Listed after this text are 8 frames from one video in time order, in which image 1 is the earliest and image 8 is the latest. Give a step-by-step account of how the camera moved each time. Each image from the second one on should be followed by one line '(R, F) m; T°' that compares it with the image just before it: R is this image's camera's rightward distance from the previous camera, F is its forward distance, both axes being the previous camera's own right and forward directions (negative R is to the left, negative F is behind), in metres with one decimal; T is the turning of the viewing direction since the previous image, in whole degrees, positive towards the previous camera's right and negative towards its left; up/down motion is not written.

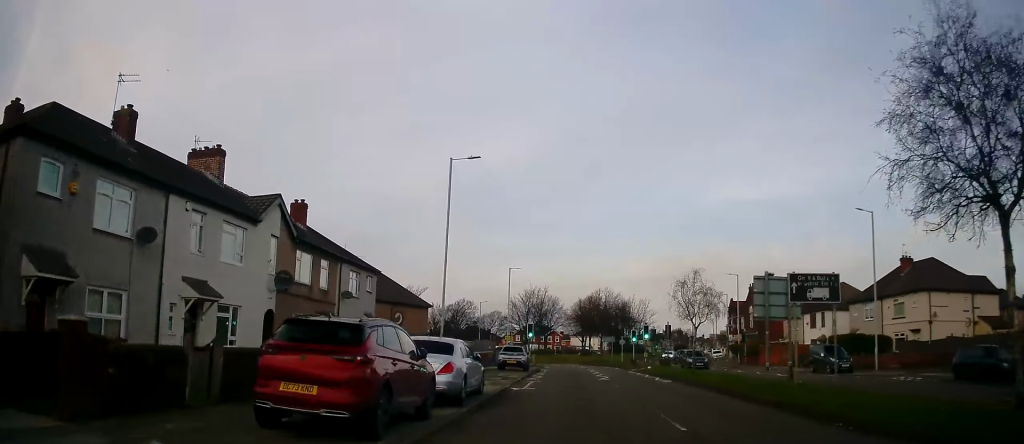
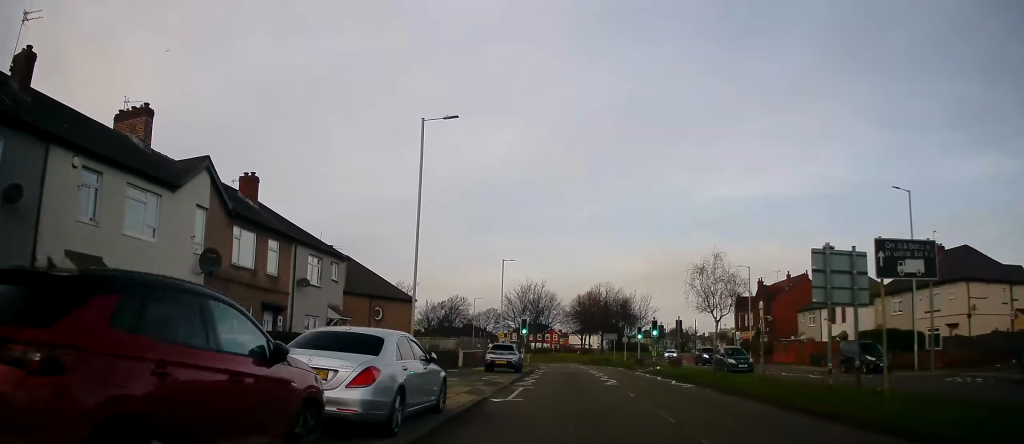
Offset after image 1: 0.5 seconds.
(0.0, +4.9) m; 0°
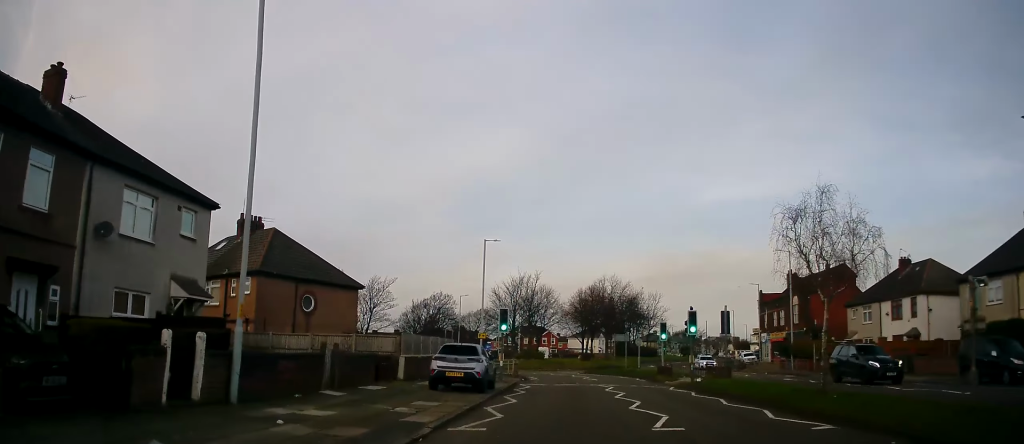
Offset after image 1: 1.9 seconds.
(0.0, +12.3) m; 0°
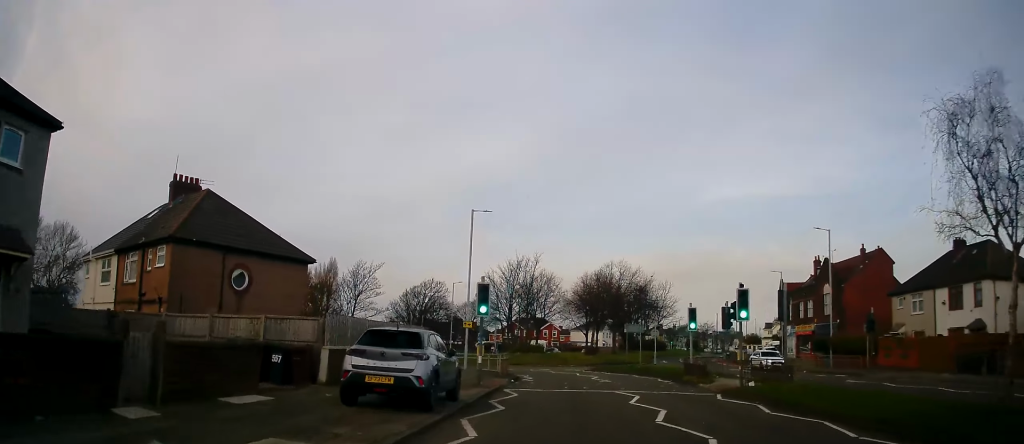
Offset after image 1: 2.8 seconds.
(0.0, +8.0) m; 0°
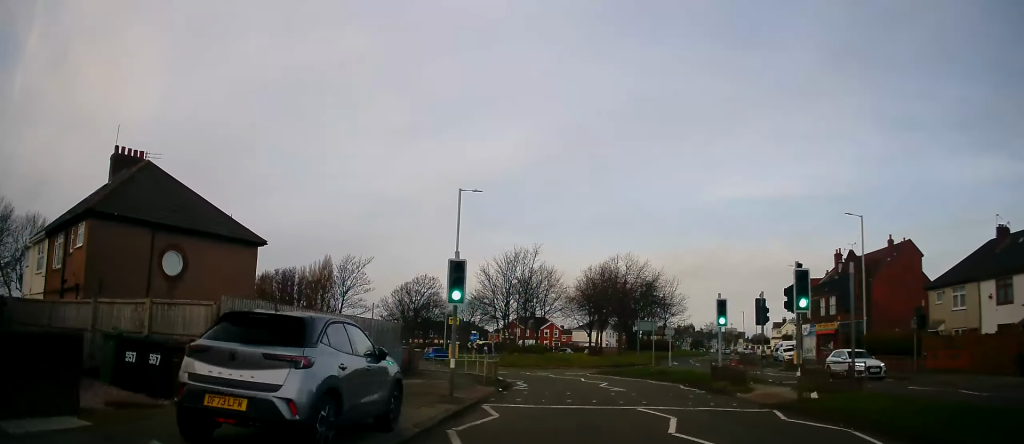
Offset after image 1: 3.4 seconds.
(0.0, +5.6) m; 0°
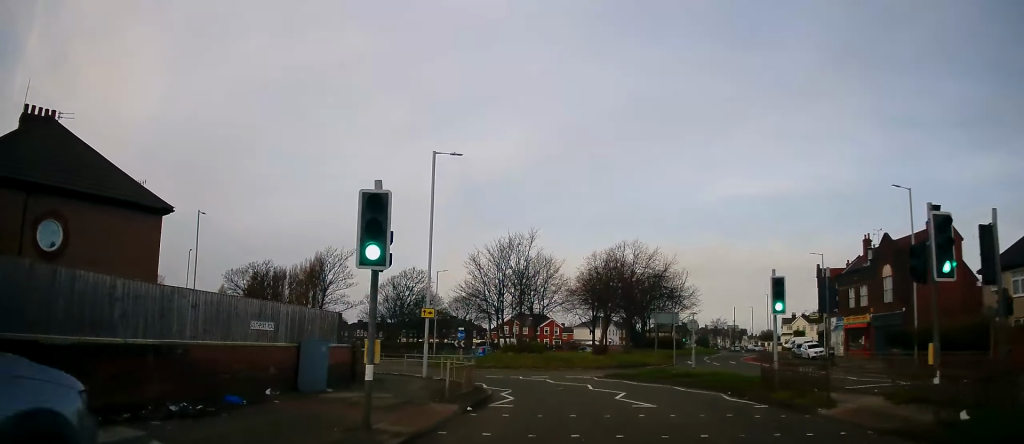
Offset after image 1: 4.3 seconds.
(0.0, +7.4) m; 0°
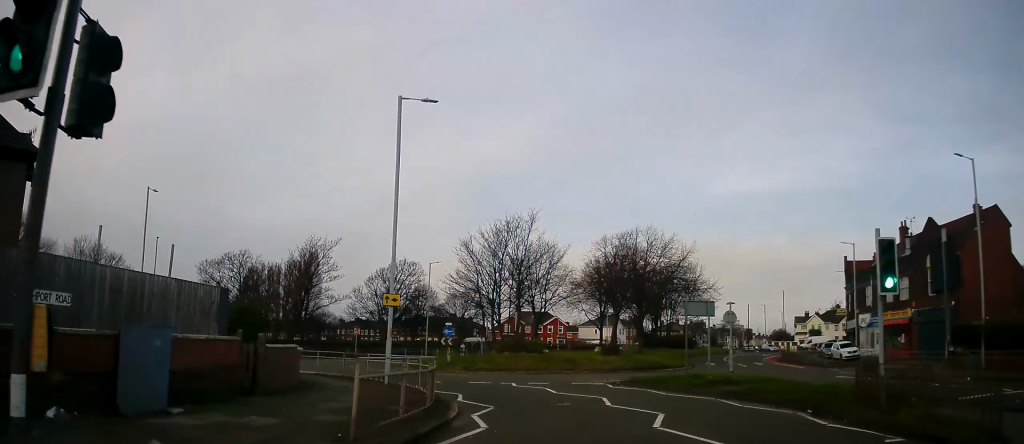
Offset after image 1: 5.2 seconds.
(0.0, +7.8) m; +1°
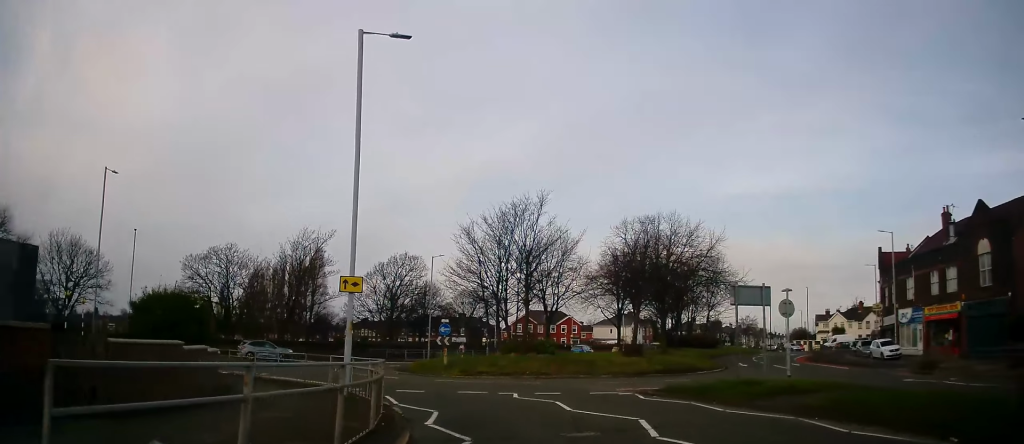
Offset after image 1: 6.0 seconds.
(+0.1, +5.2) m; -2°
